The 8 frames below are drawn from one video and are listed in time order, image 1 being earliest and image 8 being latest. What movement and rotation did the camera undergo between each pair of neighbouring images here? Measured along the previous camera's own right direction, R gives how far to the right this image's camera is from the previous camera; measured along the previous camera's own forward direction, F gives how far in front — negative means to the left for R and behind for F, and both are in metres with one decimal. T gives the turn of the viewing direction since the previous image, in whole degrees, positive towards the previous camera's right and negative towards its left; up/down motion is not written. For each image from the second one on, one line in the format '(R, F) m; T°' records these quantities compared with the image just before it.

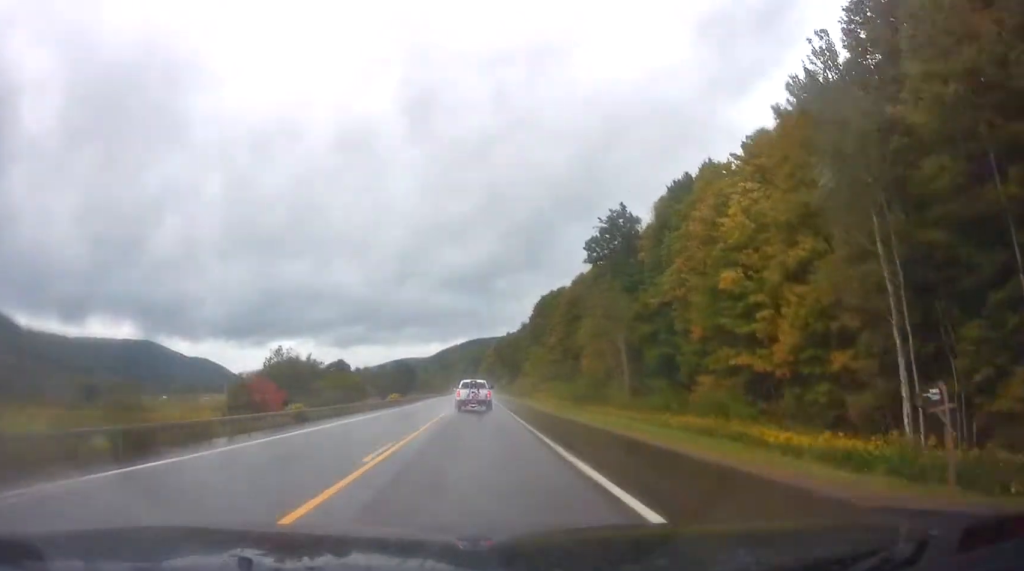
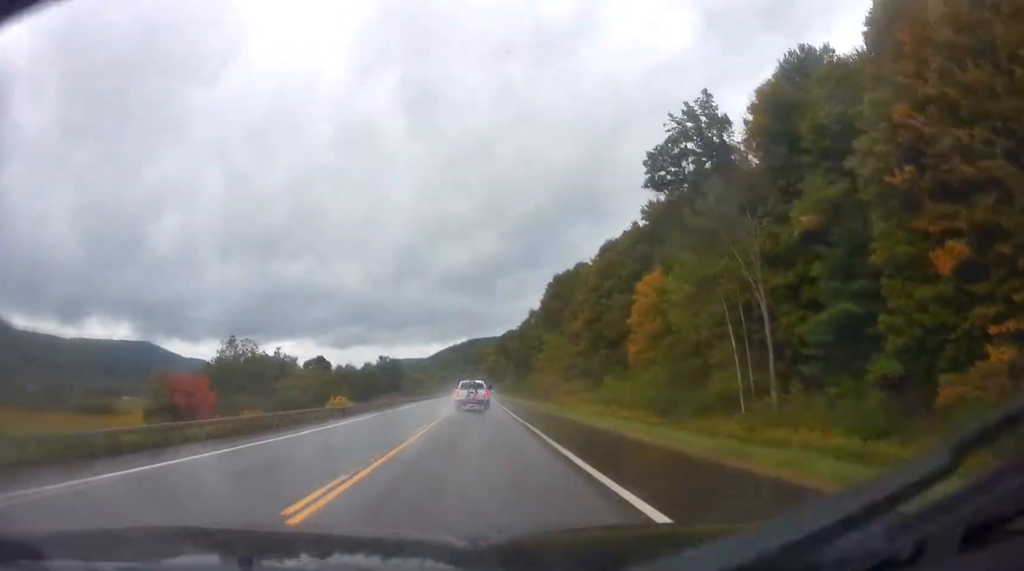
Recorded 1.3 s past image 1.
(-0.4, +26.9) m; 0°
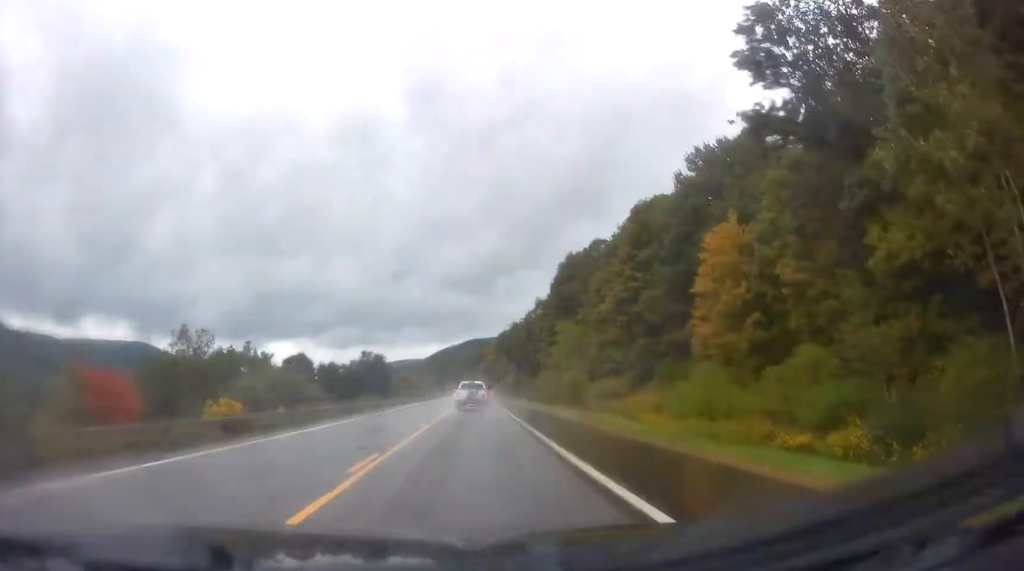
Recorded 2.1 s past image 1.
(+0.3, +19.1) m; -1°
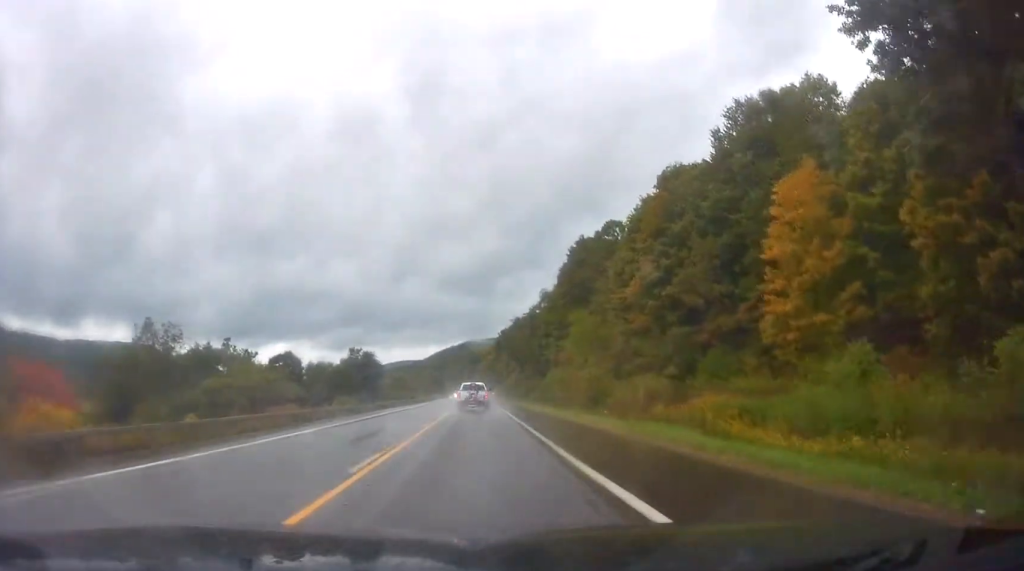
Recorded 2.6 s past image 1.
(-0.1, +11.3) m; -1°
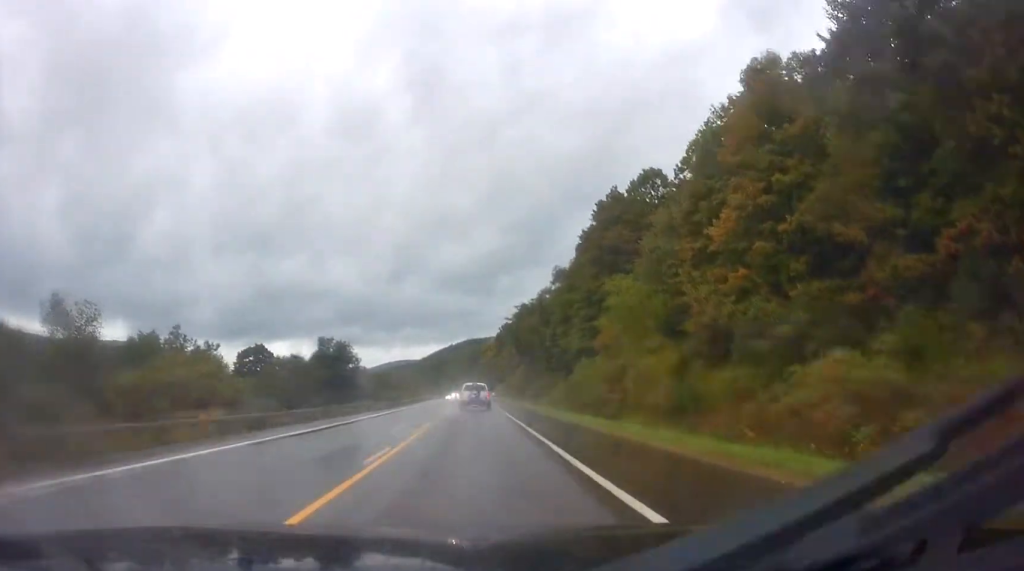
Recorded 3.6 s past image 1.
(-0.6, +21.5) m; -1°
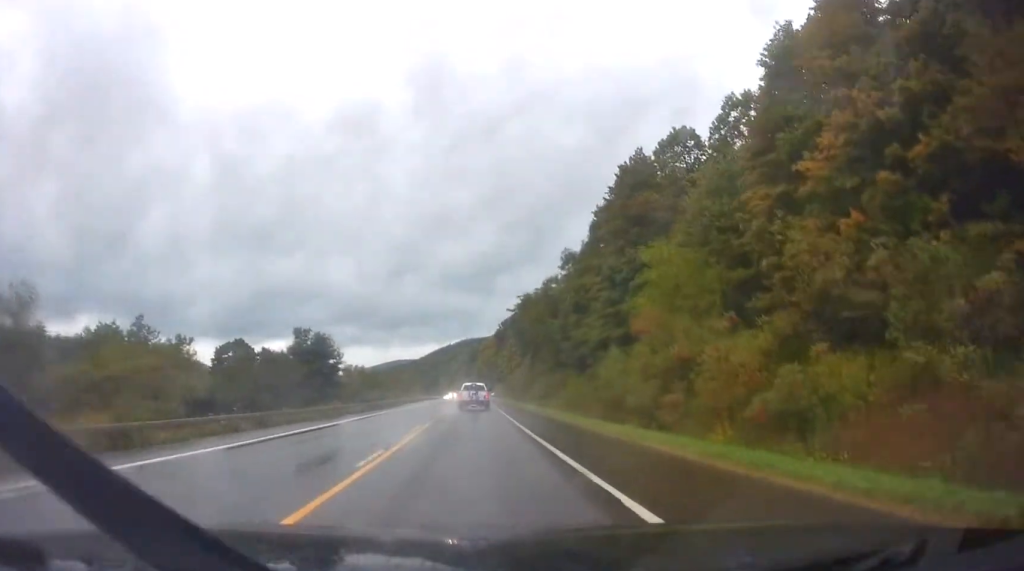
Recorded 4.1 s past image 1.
(+0.2, +11.8) m; 0°
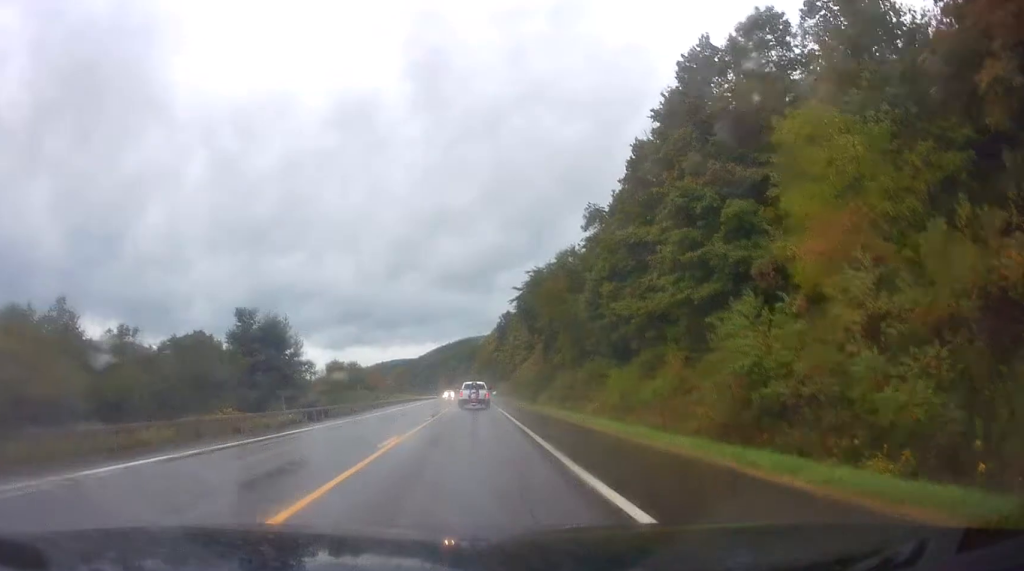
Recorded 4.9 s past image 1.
(+0.1, +19.9) m; +1°
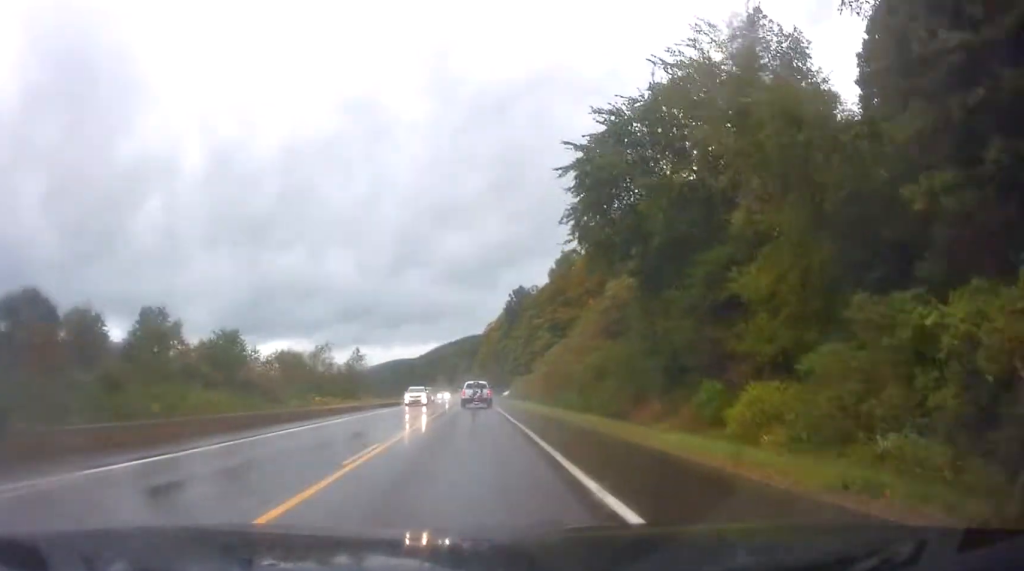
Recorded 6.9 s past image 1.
(+1.4, +49.5) m; +2°
